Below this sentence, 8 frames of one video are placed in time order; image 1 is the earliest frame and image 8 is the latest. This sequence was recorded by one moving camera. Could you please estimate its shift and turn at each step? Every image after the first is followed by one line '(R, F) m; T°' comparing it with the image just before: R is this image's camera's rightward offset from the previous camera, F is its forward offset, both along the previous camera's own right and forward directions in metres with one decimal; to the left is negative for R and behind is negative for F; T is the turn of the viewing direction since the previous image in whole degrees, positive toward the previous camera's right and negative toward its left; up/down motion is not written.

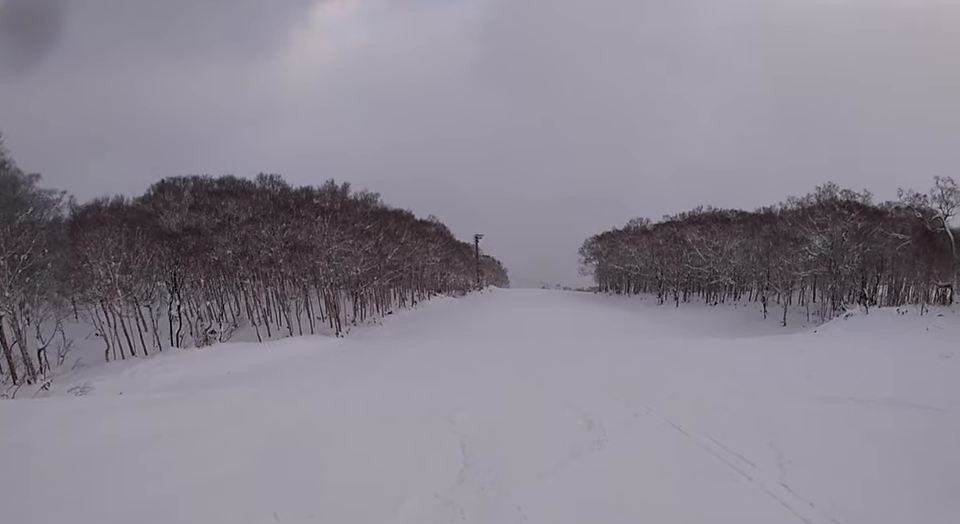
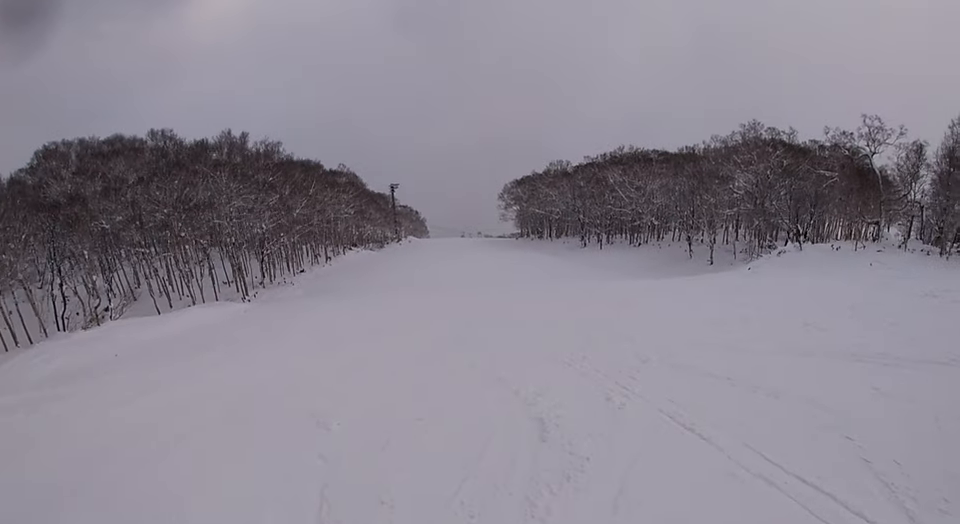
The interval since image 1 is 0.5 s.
(0.0, +2.7) m; 0°
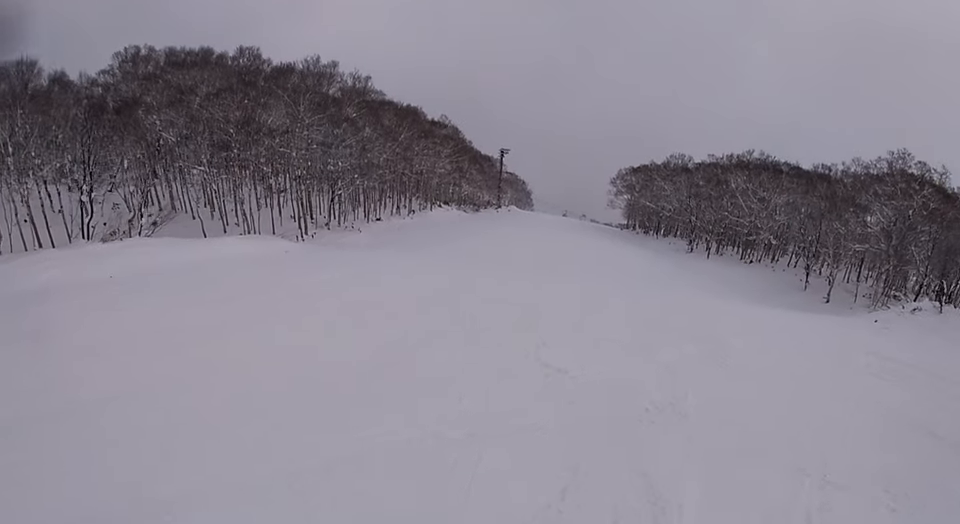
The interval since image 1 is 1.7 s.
(0.0, +6.8) m; 0°
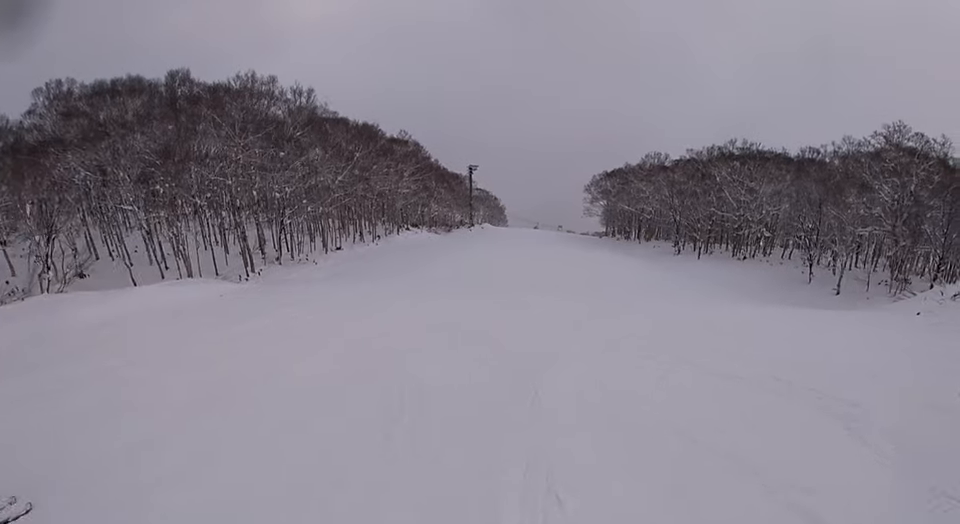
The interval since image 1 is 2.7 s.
(0.0, +6.4) m; 0°
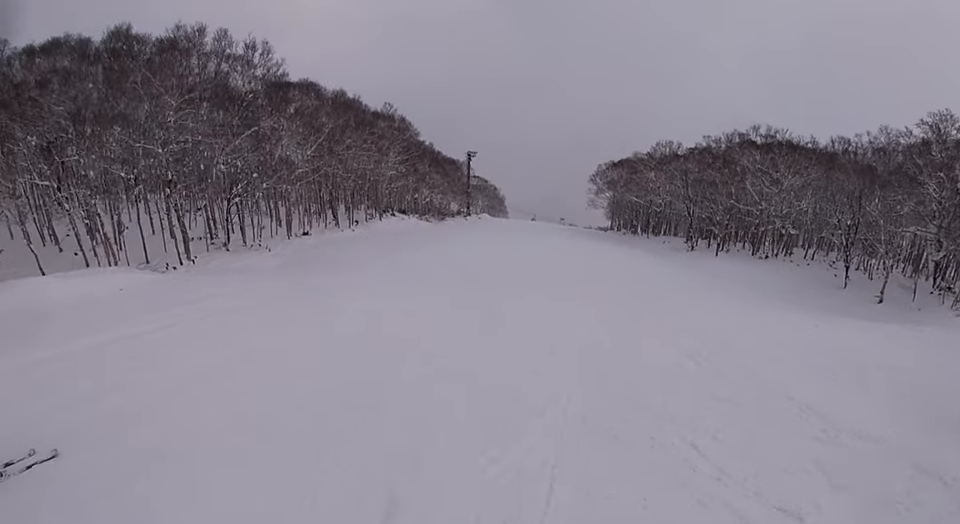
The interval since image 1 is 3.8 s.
(0.0, +7.9) m; 0°
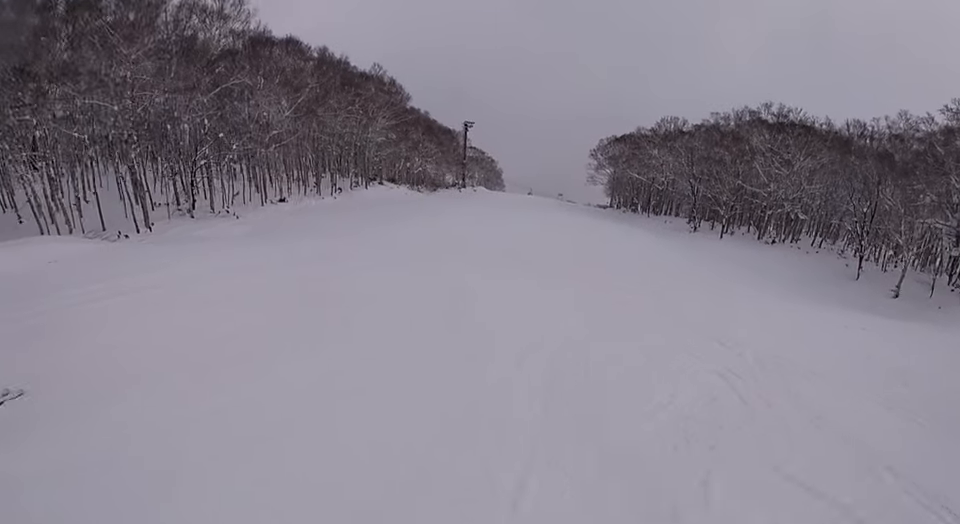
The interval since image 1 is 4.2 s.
(0.0, +3.2) m; 0°
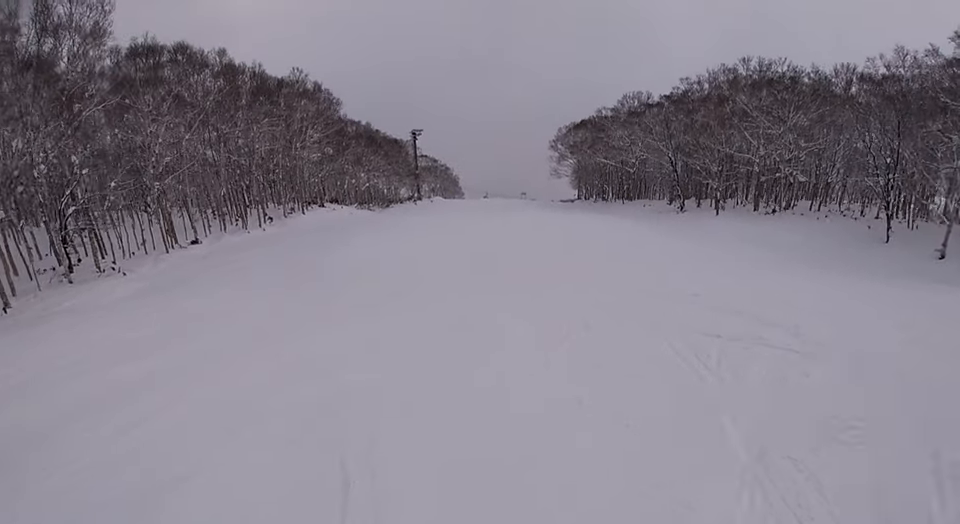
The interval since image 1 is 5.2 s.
(0.0, +8.3) m; 0°
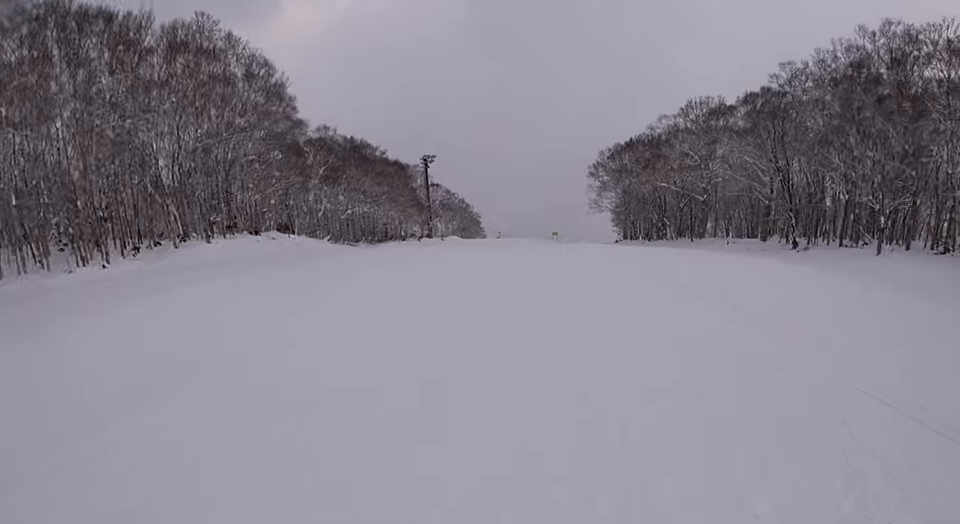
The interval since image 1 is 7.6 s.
(0.0, +19.4) m; 0°
